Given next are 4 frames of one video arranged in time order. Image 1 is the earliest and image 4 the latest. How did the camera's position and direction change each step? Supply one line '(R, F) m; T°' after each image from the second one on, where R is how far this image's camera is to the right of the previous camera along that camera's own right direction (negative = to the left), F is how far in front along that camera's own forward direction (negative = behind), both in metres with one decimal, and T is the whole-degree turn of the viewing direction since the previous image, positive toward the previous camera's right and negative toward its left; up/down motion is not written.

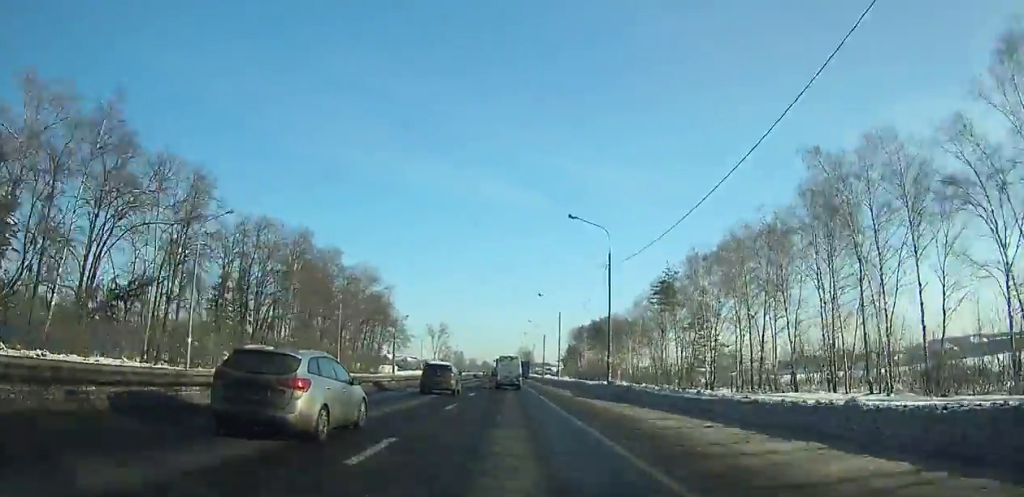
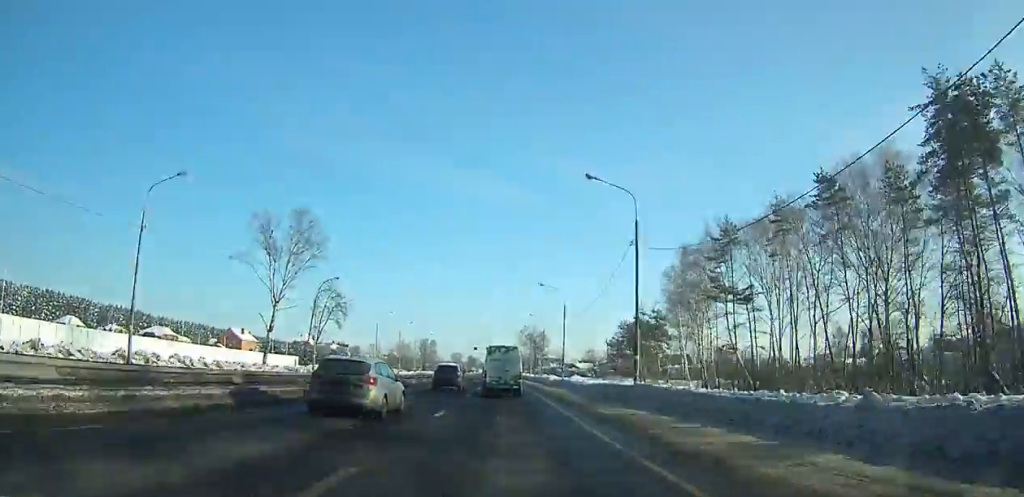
(-0.6, +143.2) m; 0°
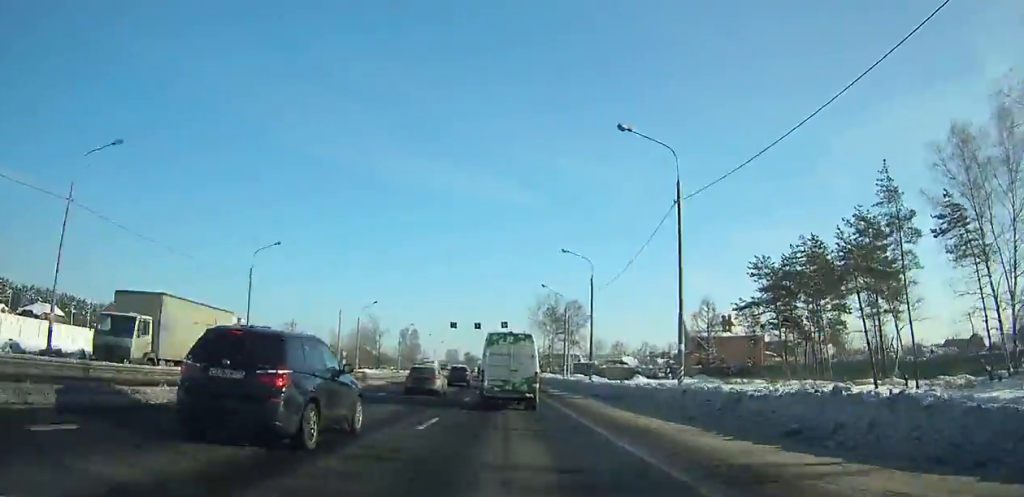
(+0.3, +73.4) m; 0°
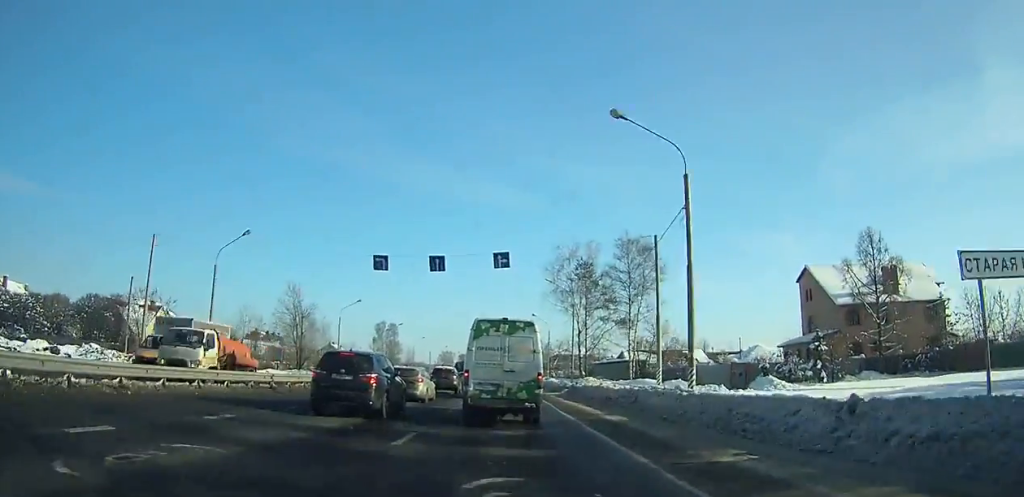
(-0.2, +39.1) m; 0°
